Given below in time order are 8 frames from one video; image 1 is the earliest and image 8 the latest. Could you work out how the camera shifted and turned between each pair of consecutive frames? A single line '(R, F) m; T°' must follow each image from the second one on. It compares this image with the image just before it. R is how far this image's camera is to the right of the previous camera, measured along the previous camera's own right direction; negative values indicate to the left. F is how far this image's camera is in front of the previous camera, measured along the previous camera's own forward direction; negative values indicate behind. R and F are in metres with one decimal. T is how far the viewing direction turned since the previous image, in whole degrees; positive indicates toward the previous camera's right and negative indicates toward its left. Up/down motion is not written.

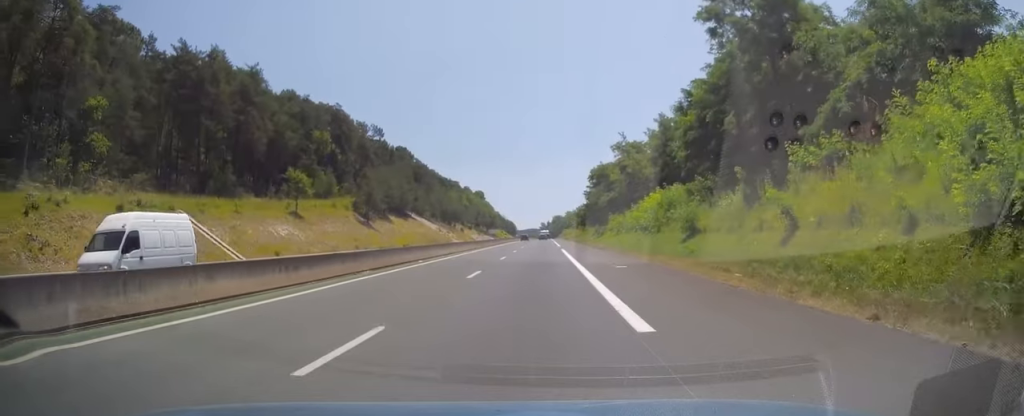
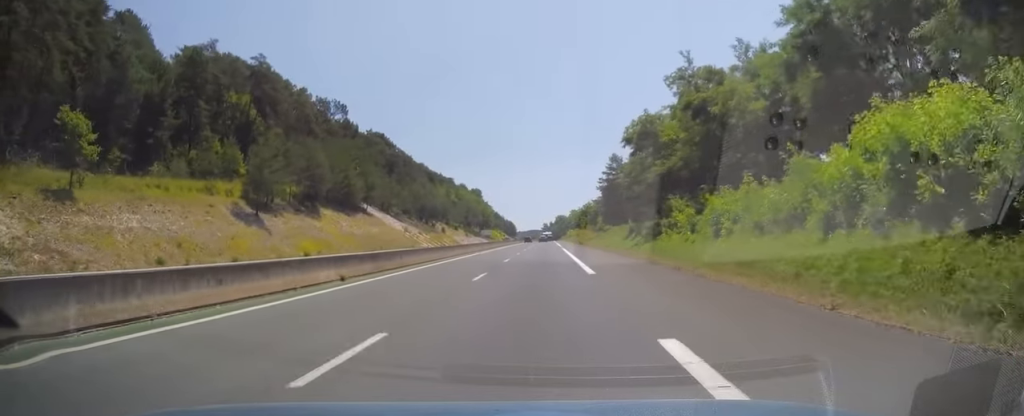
(+0.1, +39.6) m; 0°
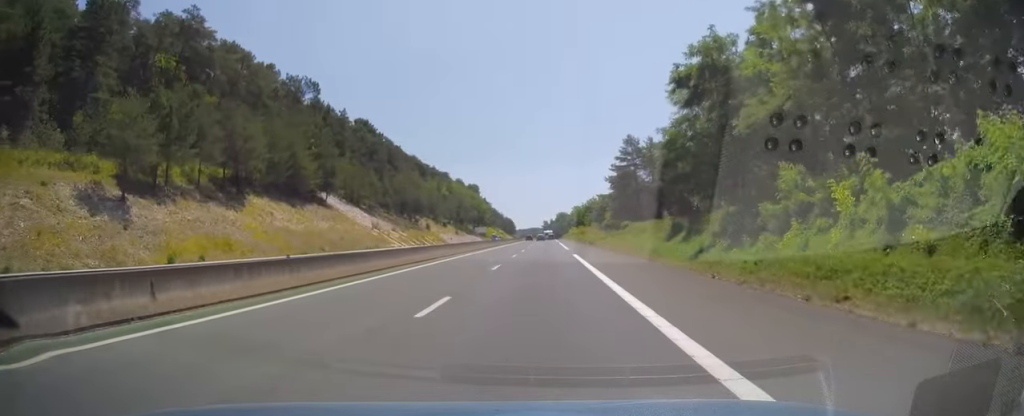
(0.0, +21.5) m; 0°
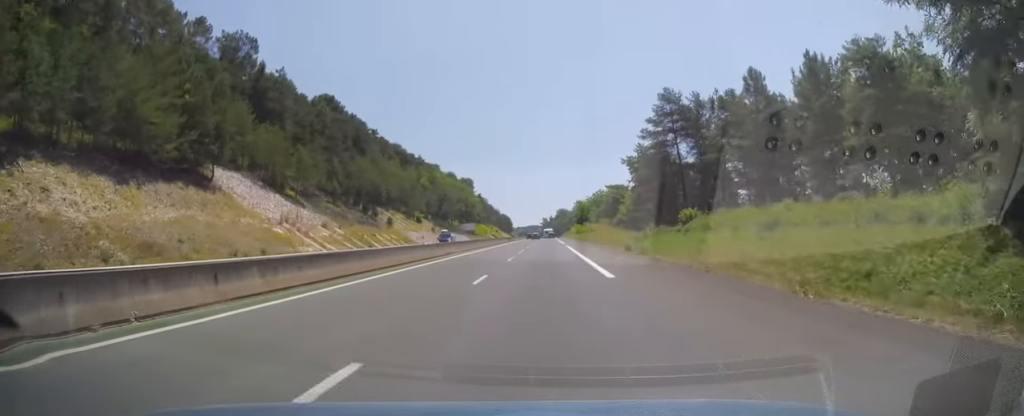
(0.0, +32.9) m; 0°
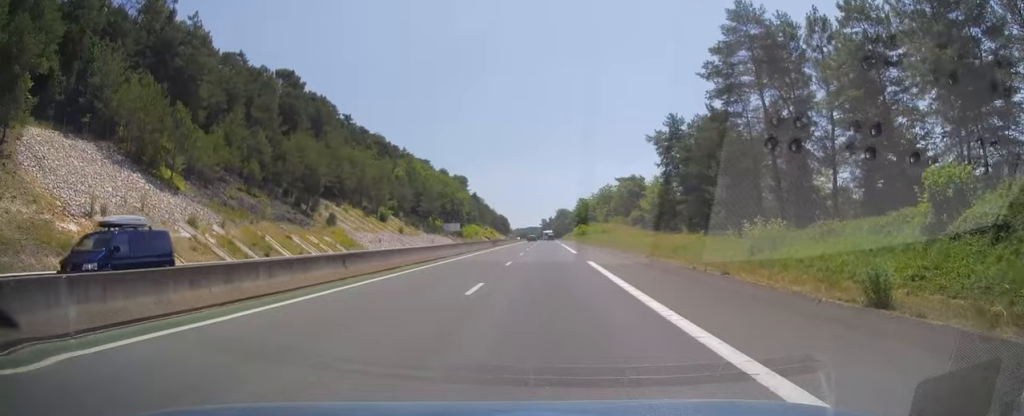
(0.0, +28.6) m; 0°
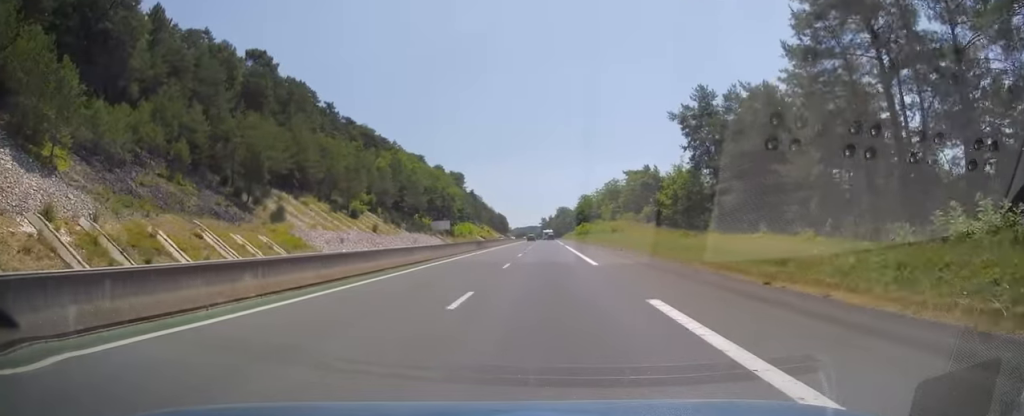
(0.0, +15.7) m; 0°
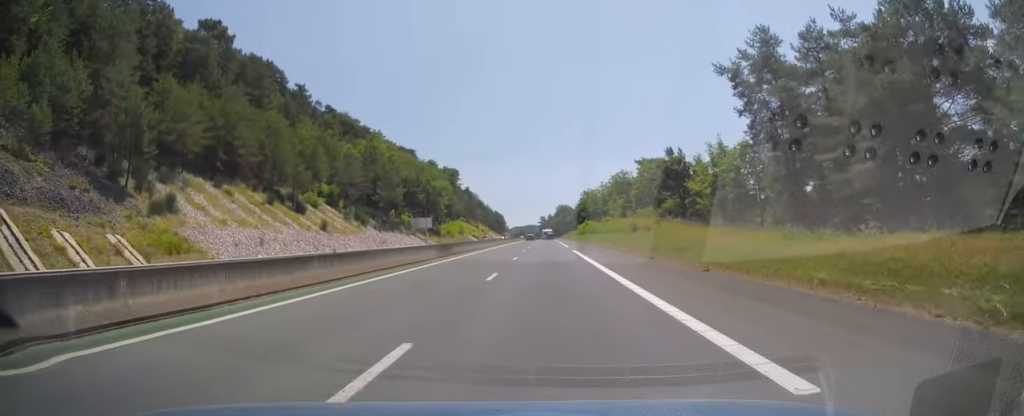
(+0.1, +19.8) m; 0°
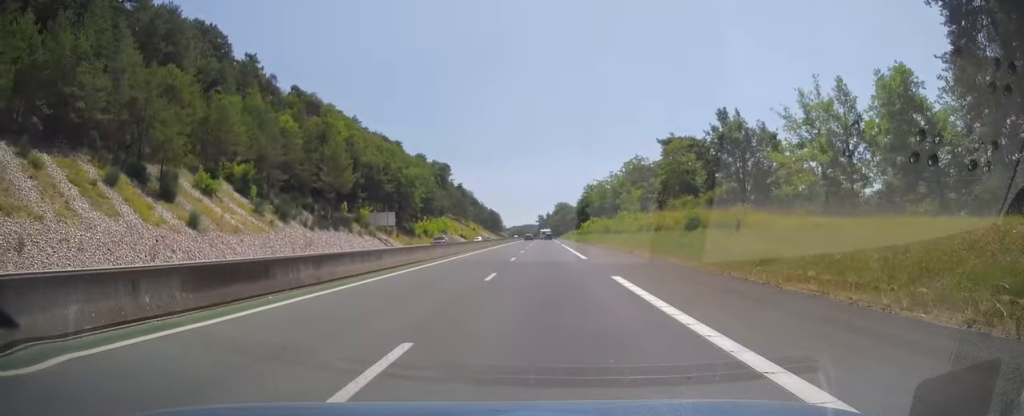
(+0.1, +26.2) m; 0°
